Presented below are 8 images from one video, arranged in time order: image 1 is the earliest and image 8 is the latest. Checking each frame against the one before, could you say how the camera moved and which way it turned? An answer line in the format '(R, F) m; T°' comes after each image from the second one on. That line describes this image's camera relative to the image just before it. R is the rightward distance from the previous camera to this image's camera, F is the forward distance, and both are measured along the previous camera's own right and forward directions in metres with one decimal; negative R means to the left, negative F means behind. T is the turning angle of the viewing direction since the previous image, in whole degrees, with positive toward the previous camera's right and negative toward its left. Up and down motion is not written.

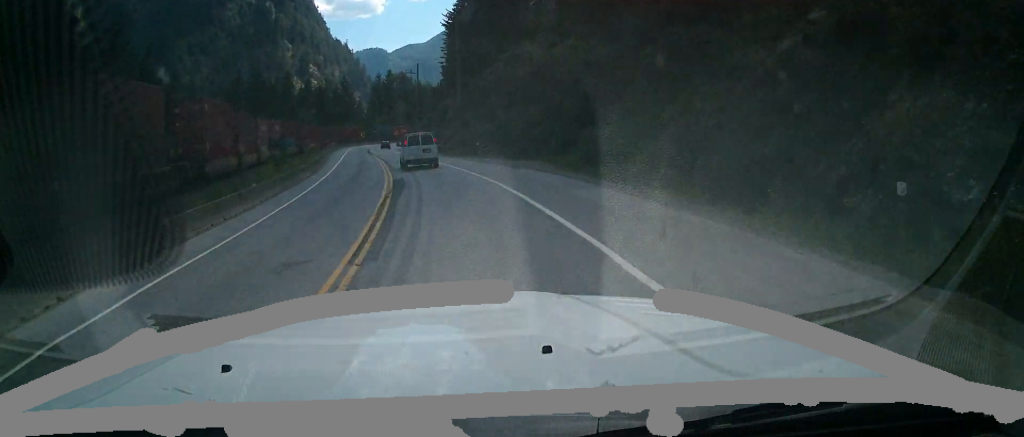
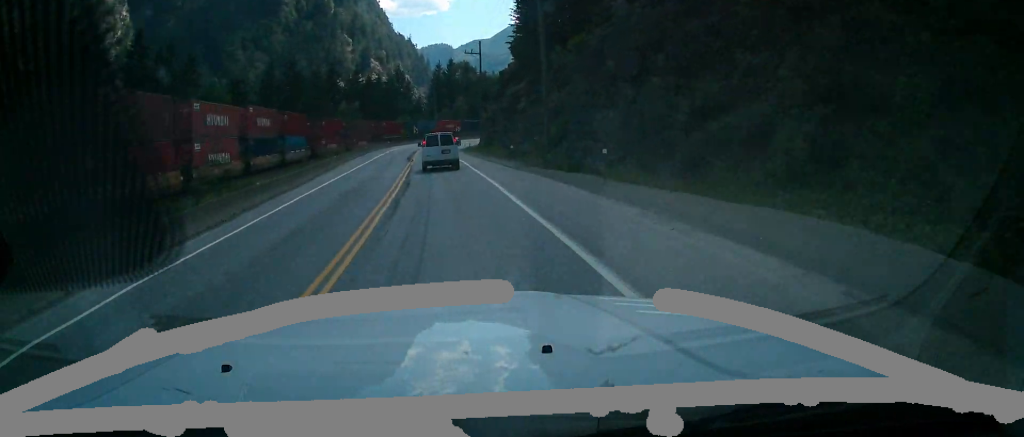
(-1.3, +25.2) m; -3°
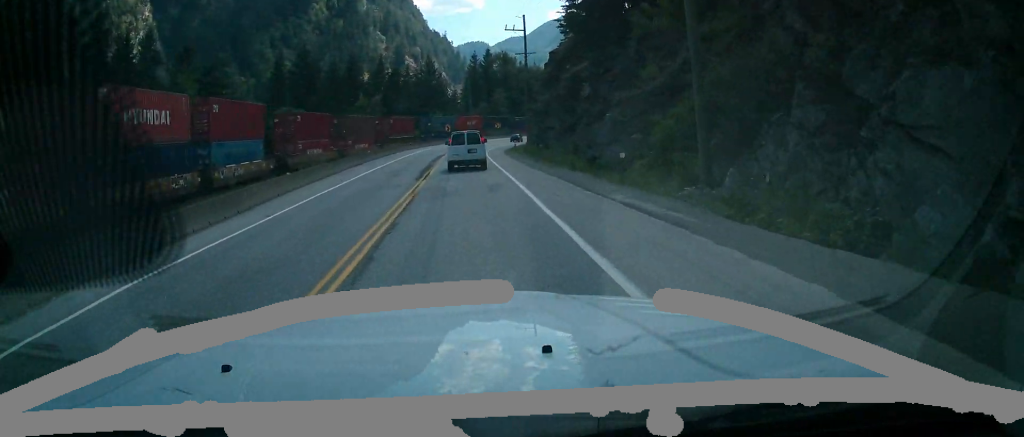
(+0.1, +20.6) m; +8°
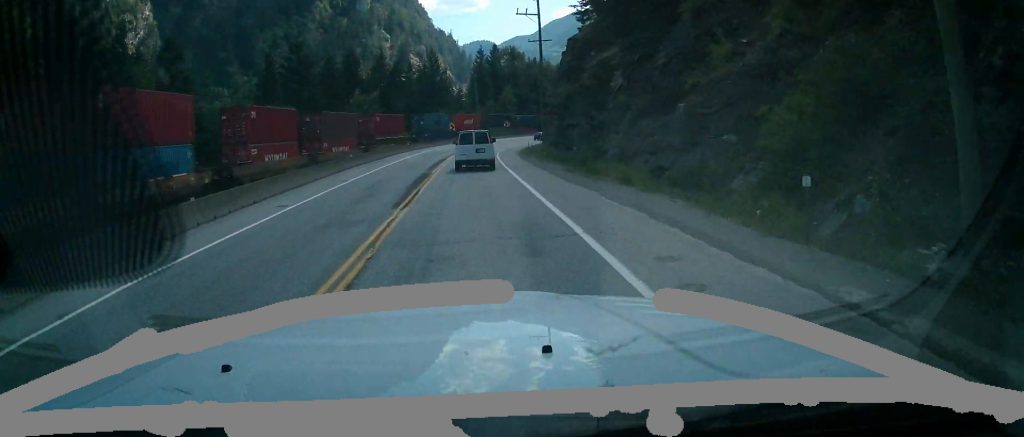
(+0.8, +10.1) m; +4°
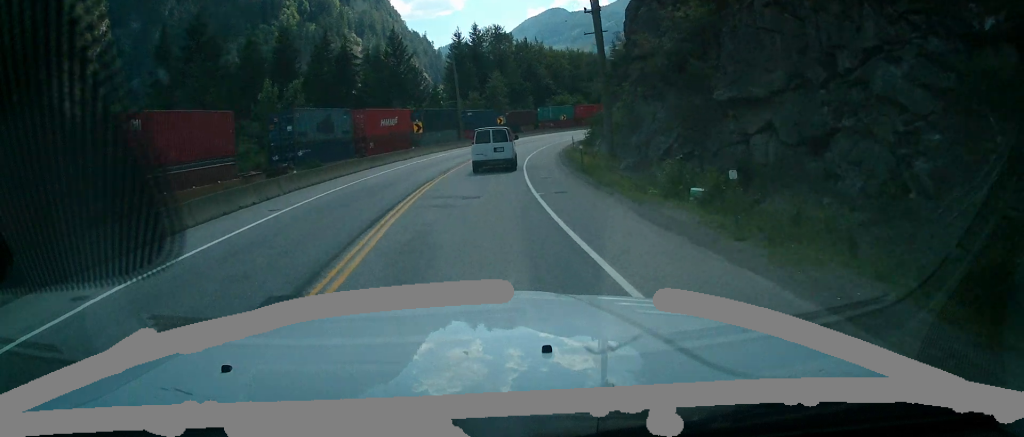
(+4.5, +38.4) m; +7°
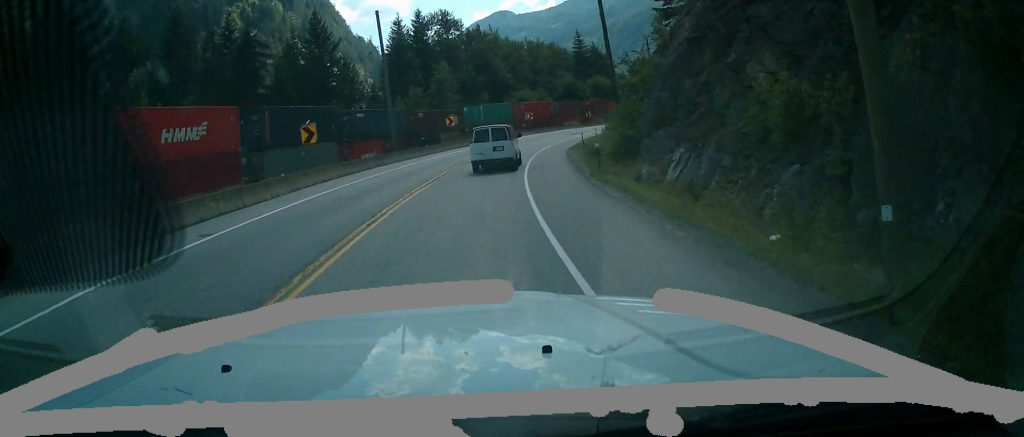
(0.0, +25.4) m; 0°
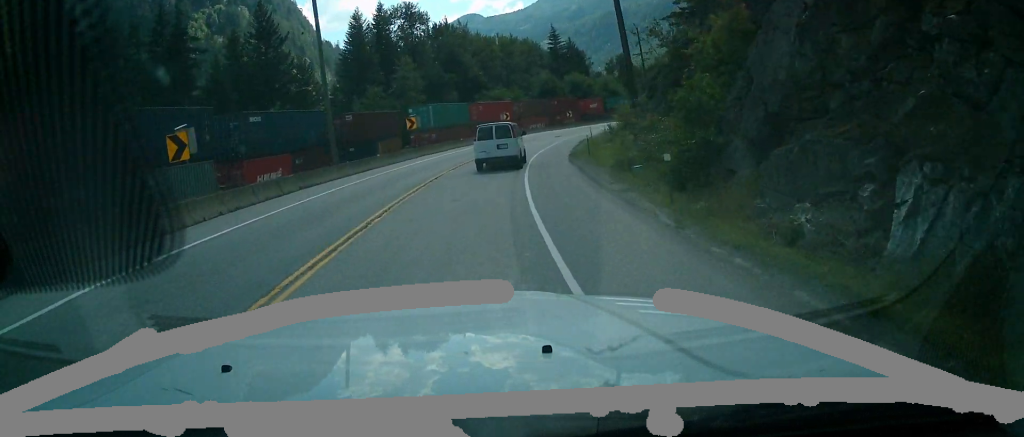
(0.0, +12.8) m; 0°
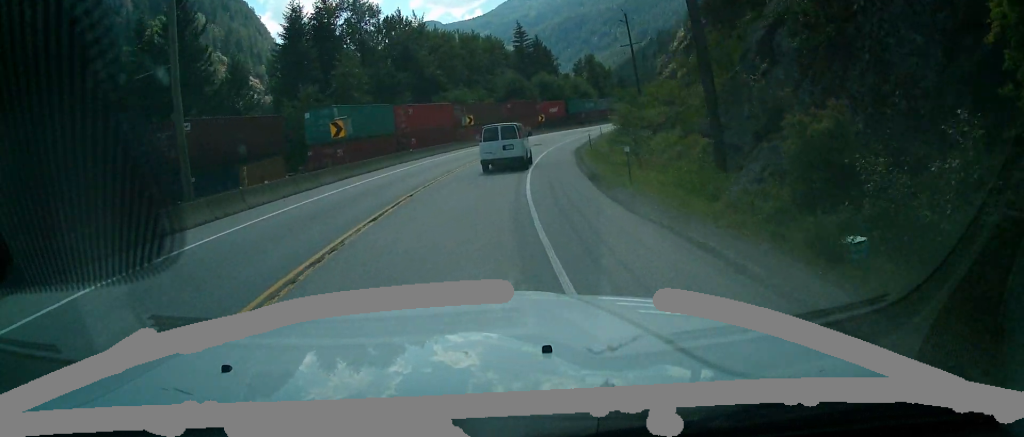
(0.0, +16.0) m; 0°
